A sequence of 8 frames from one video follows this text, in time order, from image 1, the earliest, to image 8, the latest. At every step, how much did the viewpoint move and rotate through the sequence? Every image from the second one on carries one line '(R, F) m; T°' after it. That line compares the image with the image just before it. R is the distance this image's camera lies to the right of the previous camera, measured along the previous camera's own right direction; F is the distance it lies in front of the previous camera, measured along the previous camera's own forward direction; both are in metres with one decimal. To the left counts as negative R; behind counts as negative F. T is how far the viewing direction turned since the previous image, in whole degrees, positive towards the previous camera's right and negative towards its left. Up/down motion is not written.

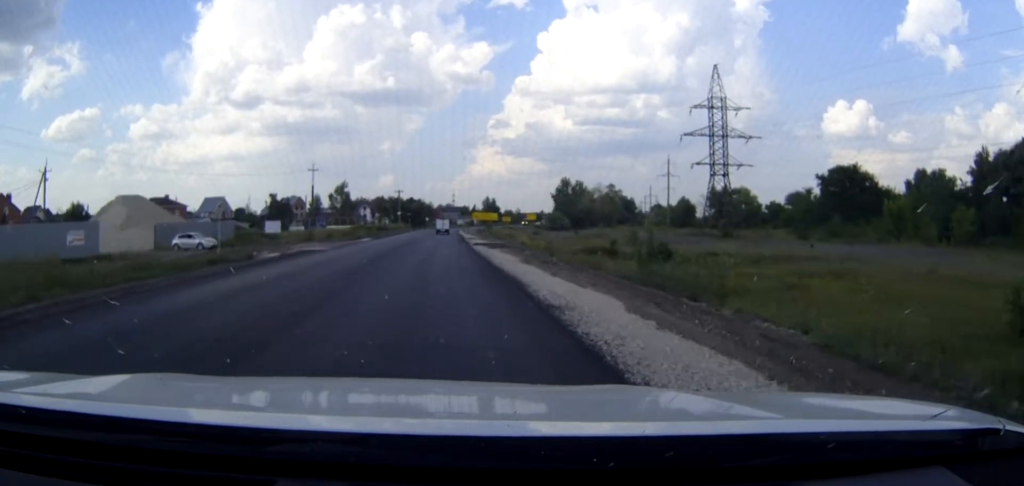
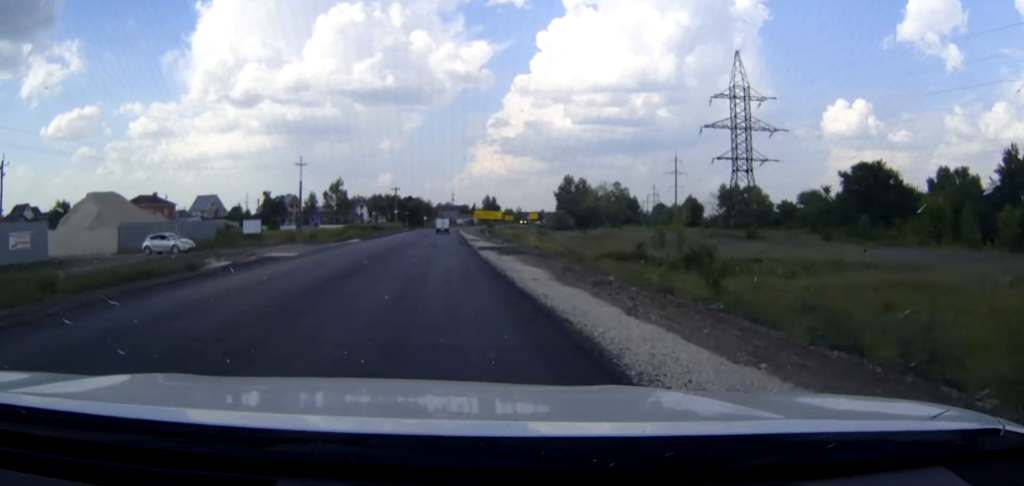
(0.0, +8.7) m; 0°
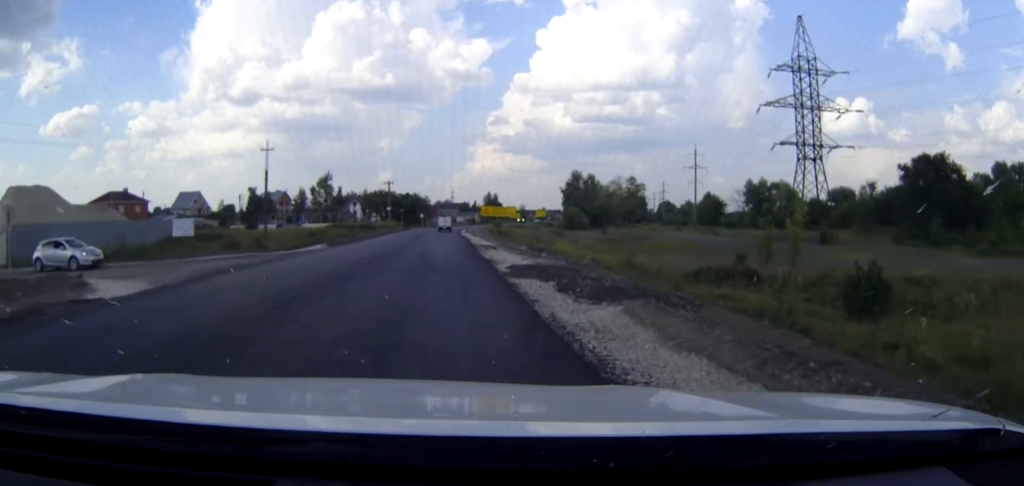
(0.0, +19.2) m; 0°
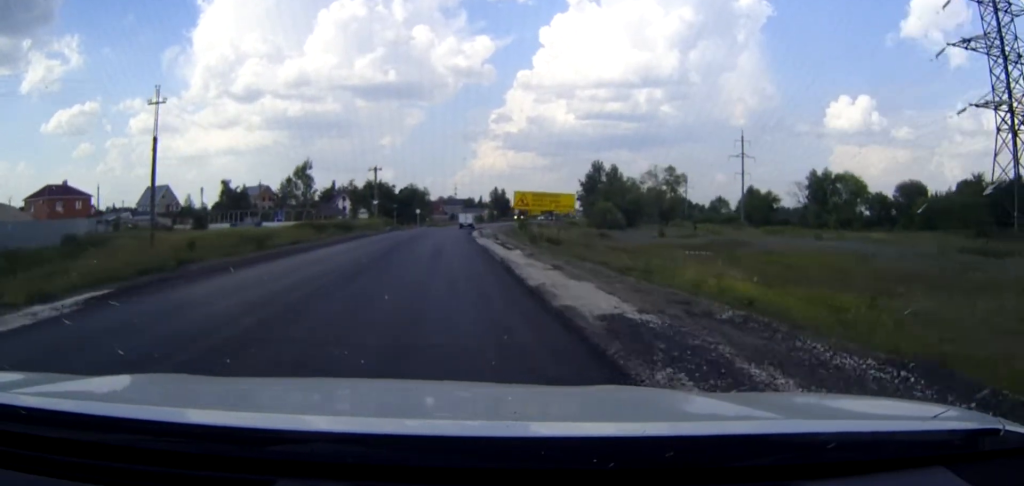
(0.0, +33.3) m; 0°
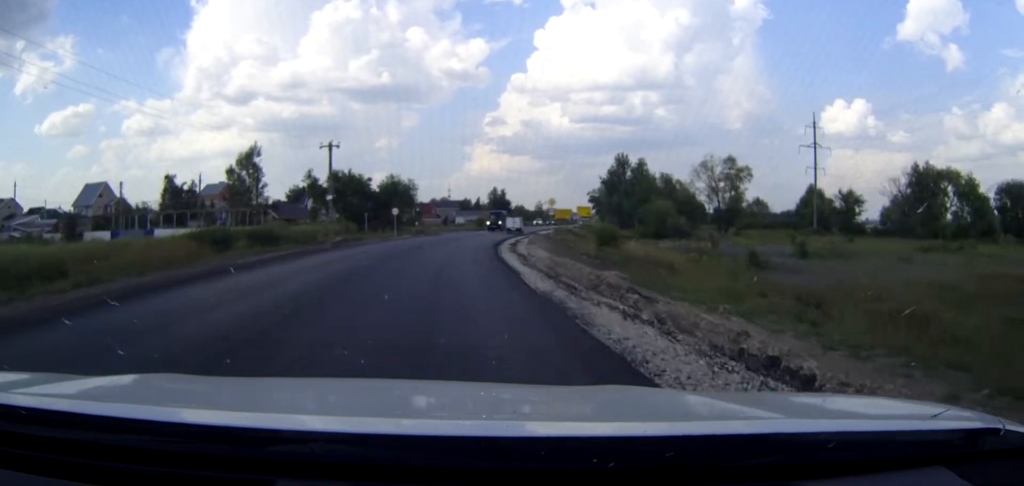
(0.0, +41.2) m; +1°
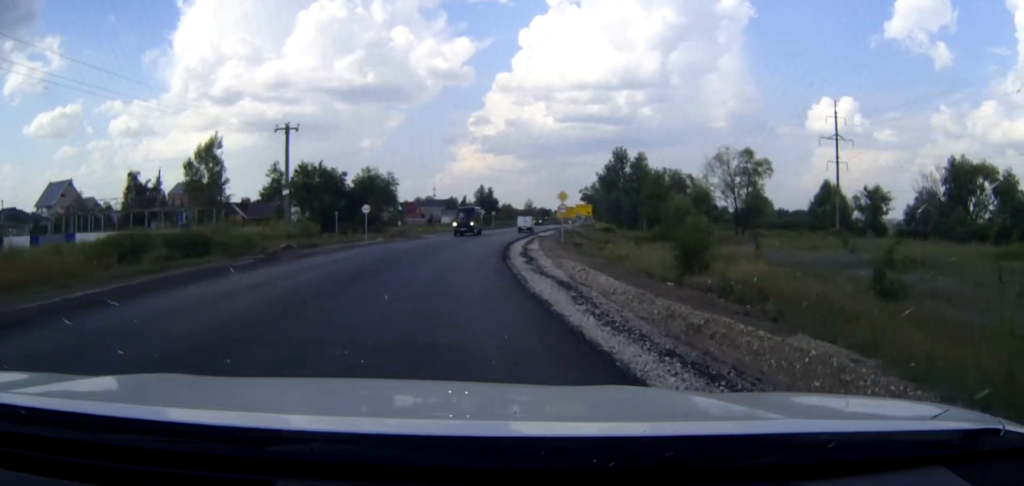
(+0.1, +14.5) m; +1°
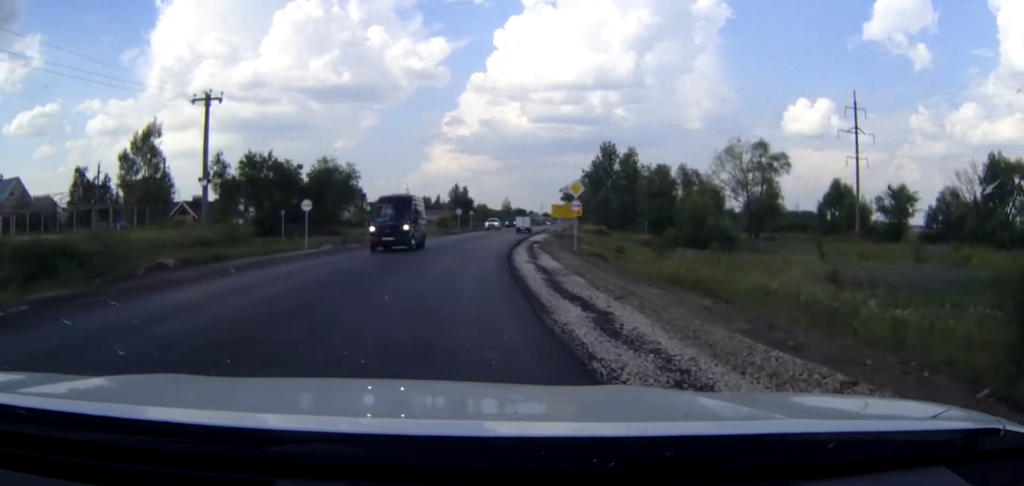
(+0.2, +15.5) m; +2°
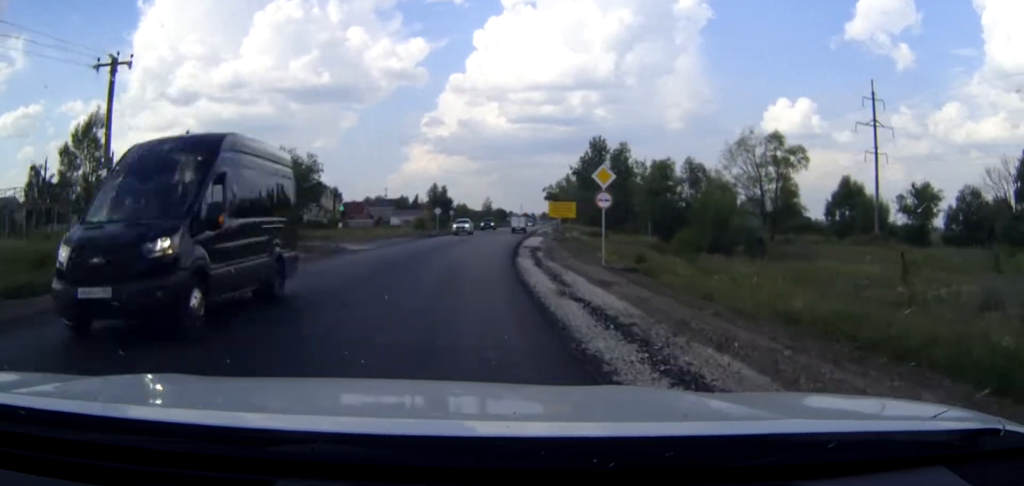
(+0.1, +11.6) m; +2°
